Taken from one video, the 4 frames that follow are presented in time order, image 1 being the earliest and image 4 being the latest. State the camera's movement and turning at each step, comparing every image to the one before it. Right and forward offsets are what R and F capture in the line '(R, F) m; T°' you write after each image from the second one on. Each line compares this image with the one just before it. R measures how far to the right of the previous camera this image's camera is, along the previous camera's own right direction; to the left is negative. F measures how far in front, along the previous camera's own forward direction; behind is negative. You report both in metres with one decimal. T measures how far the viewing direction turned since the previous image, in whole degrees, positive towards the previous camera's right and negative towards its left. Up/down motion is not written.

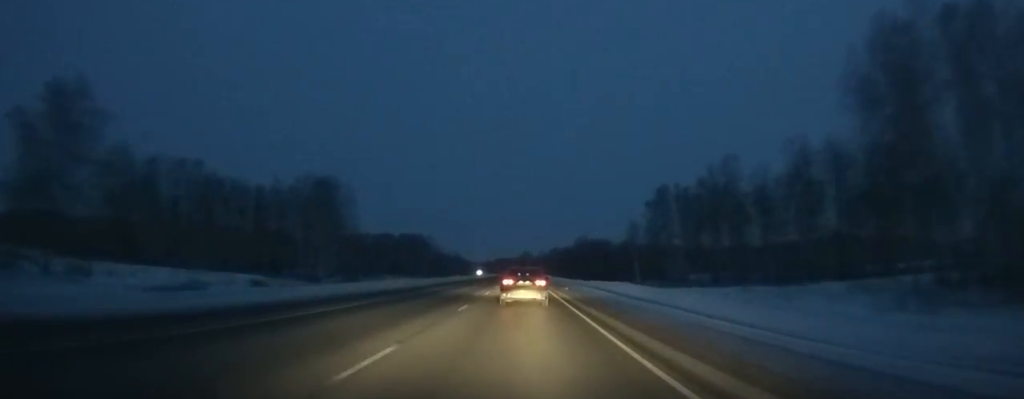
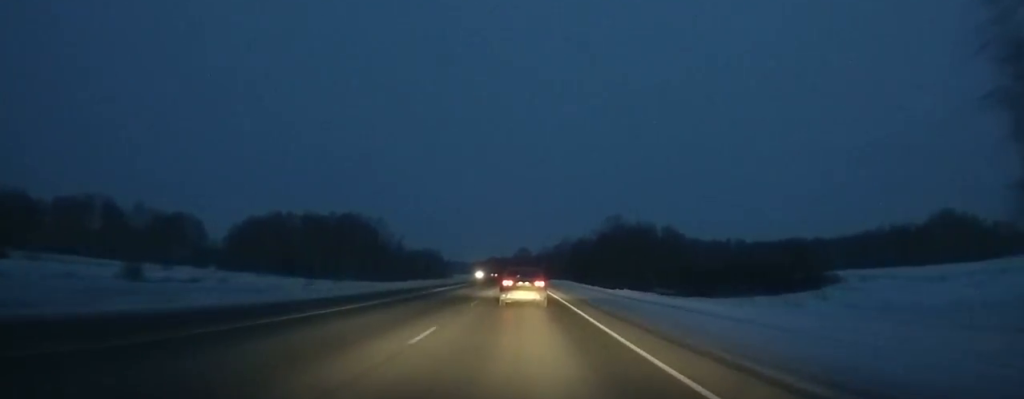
(0.0, +117.4) m; 0°
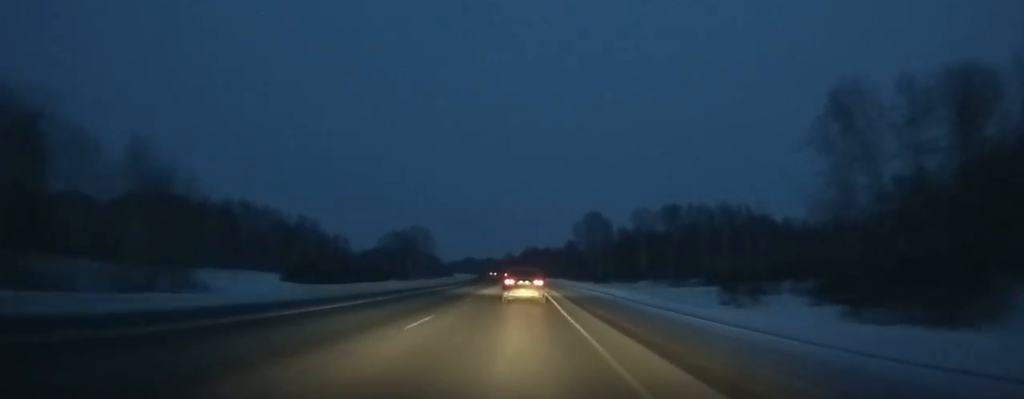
(-9.7, +248.7) m; -5°
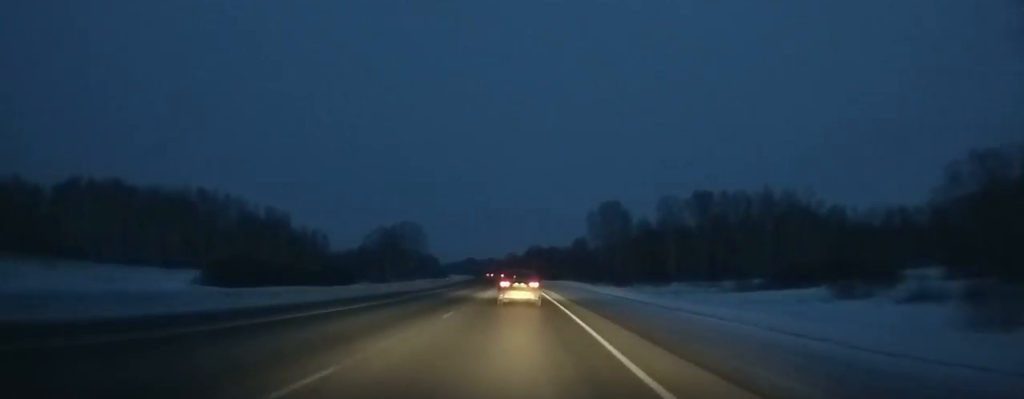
(-0.2, +32.1) m; -1°
